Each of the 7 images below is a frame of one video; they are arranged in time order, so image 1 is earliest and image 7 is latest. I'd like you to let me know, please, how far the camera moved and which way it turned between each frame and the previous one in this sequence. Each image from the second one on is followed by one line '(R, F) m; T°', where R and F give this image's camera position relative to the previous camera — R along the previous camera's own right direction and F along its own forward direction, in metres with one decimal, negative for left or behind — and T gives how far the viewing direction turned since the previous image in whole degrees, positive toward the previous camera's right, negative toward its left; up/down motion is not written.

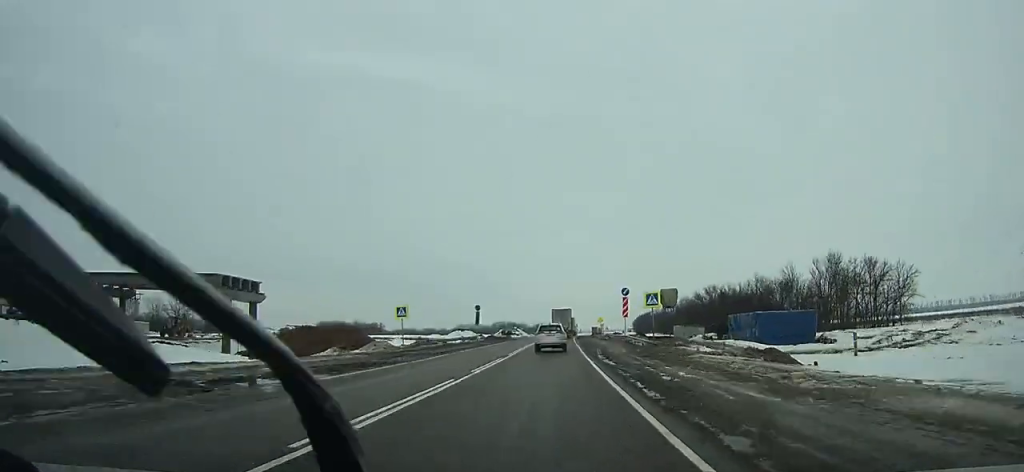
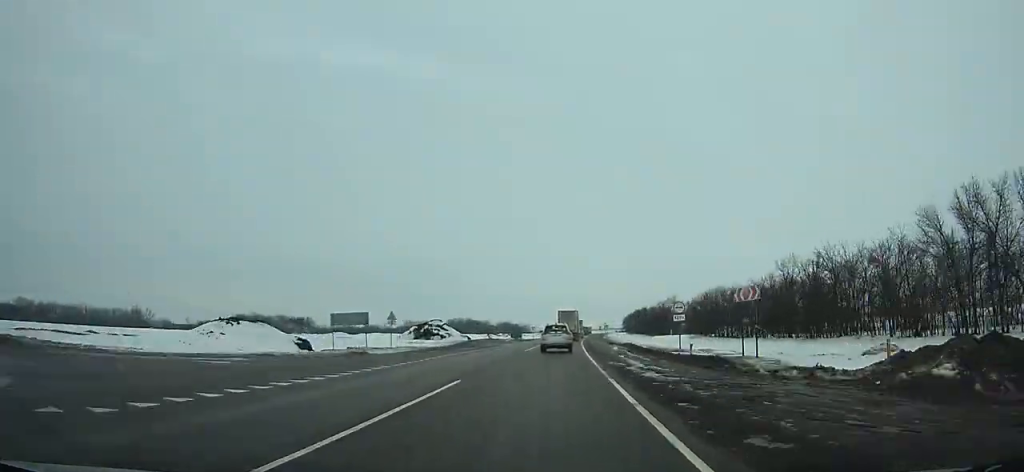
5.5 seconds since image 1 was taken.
(+2.1, +106.7) m; +3°
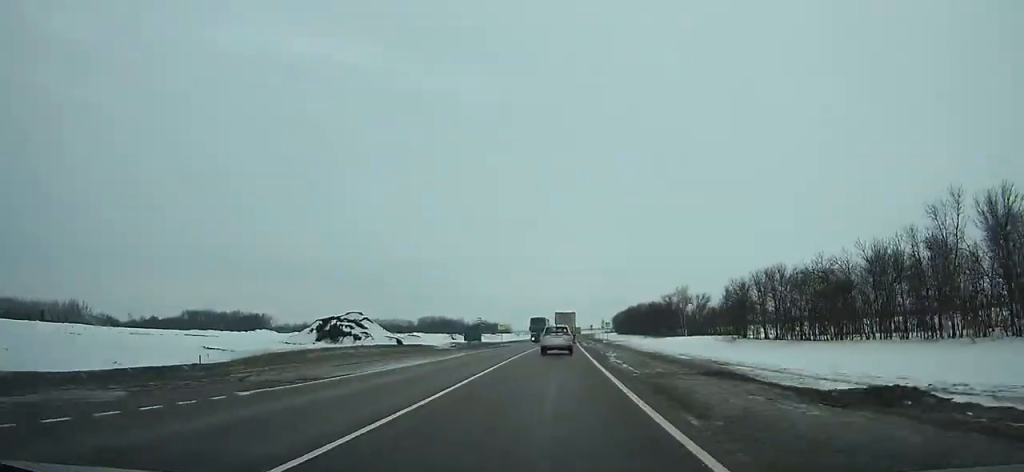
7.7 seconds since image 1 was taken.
(+0.5, +43.5) m; +1°
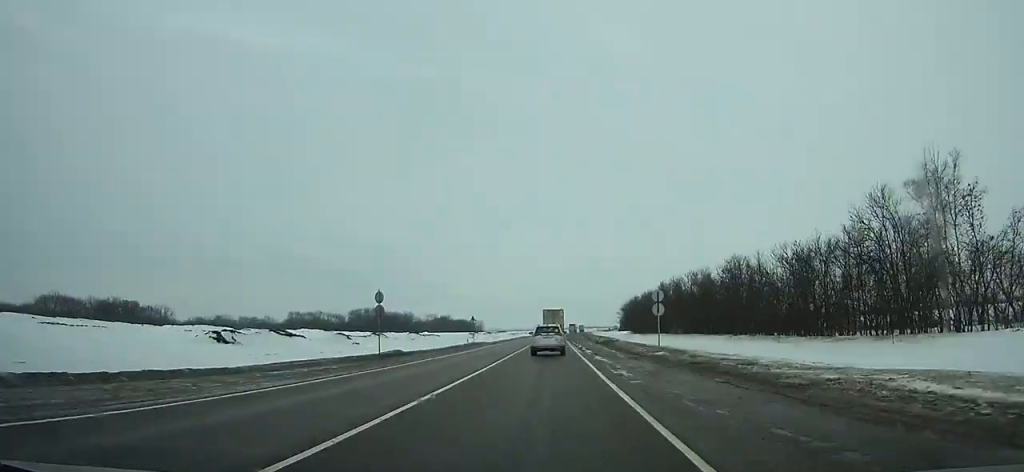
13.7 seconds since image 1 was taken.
(+2.3, +121.0) m; +2°
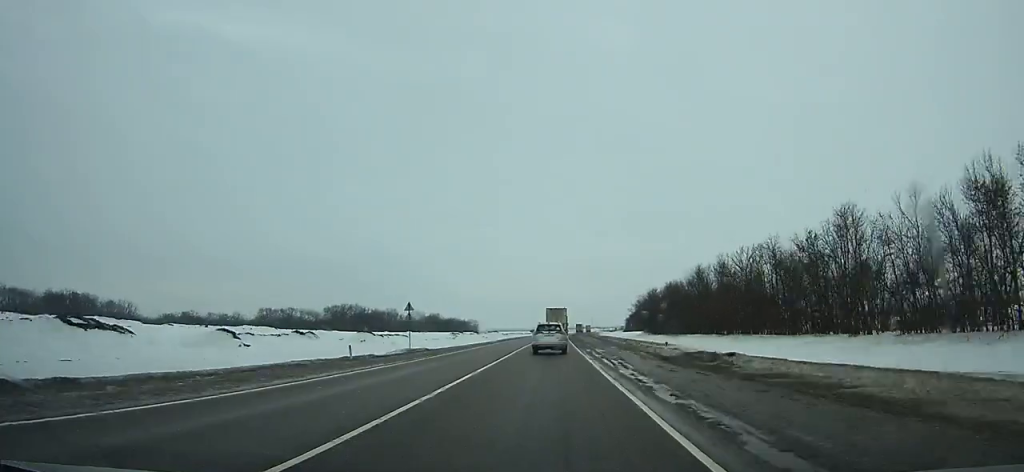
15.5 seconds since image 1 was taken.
(+0.1, +36.8) m; 0°
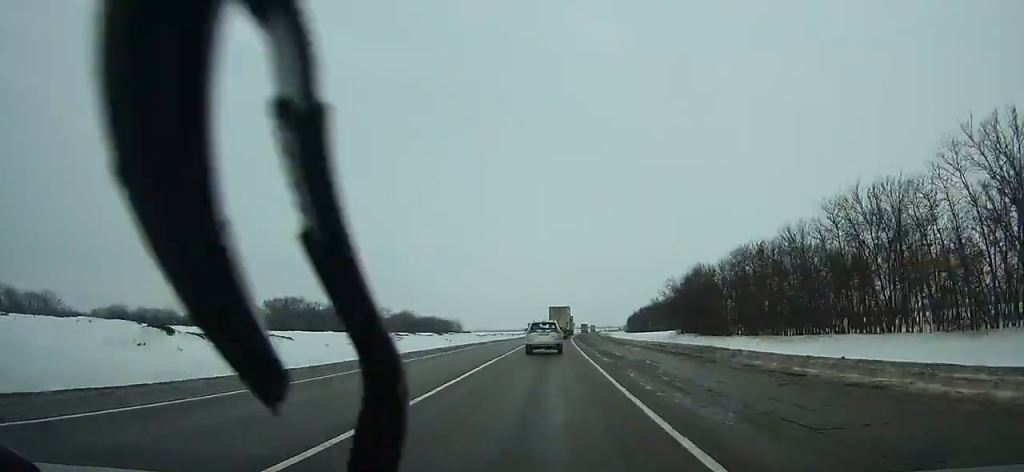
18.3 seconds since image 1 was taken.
(+0.2, +57.1) m; +1°
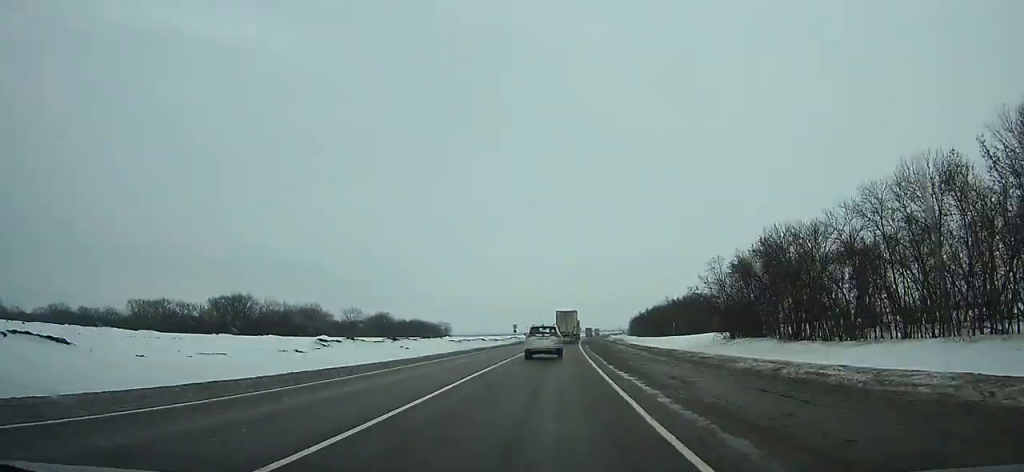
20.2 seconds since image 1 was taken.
(+0.2, +38.6) m; +1°
